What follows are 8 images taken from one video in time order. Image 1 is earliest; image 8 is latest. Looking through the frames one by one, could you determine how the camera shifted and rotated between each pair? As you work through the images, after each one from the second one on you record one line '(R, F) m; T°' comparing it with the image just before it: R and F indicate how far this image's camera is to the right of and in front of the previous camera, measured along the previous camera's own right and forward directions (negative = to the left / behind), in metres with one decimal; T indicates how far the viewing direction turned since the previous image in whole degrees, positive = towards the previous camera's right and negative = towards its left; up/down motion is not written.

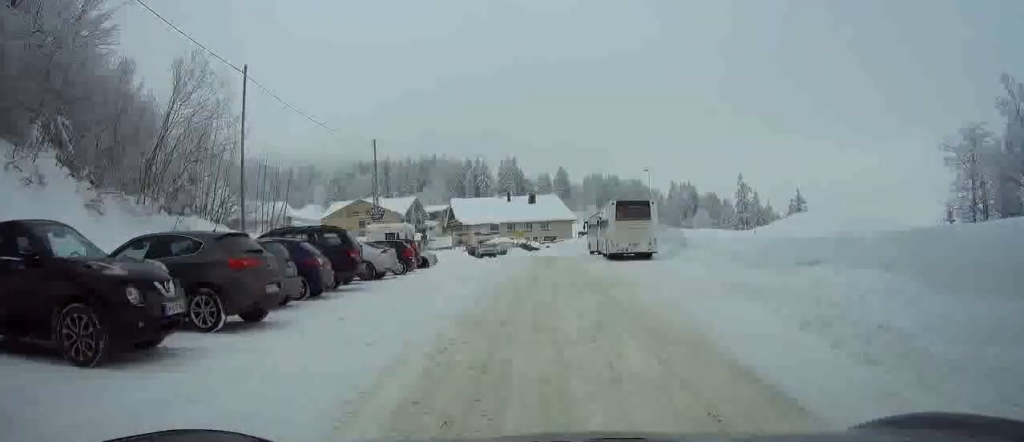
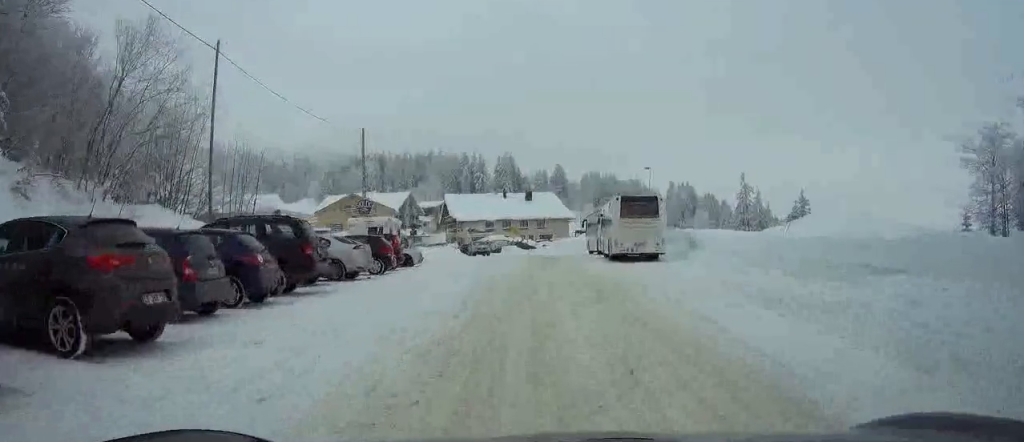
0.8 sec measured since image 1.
(0.0, +3.5) m; 0°
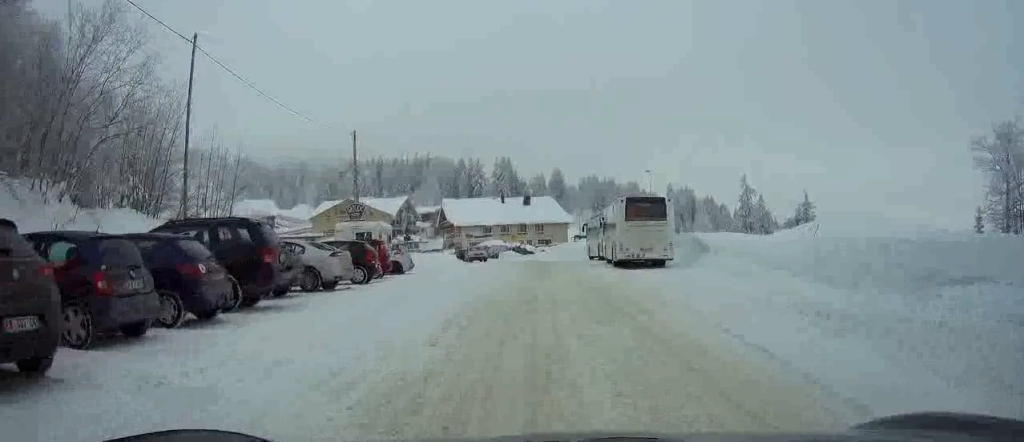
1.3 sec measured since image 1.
(+0.1, +2.2) m; 0°
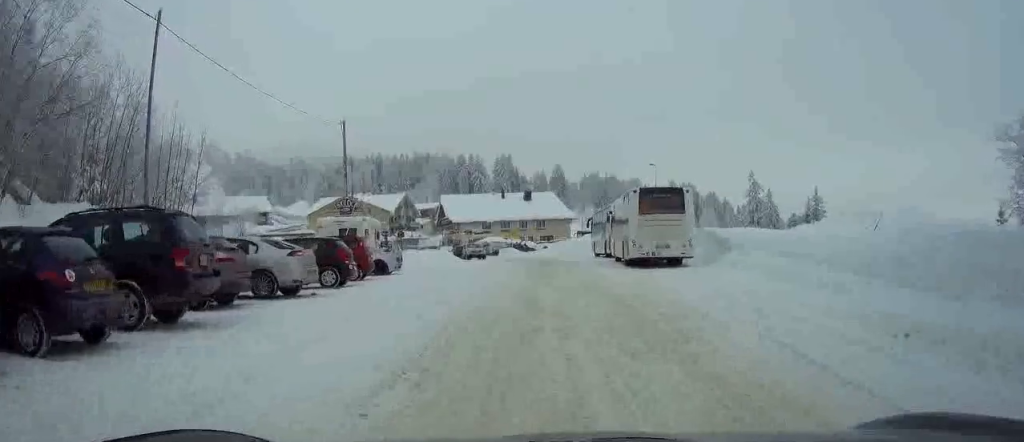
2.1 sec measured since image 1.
(-0.1, +3.4) m; -1°
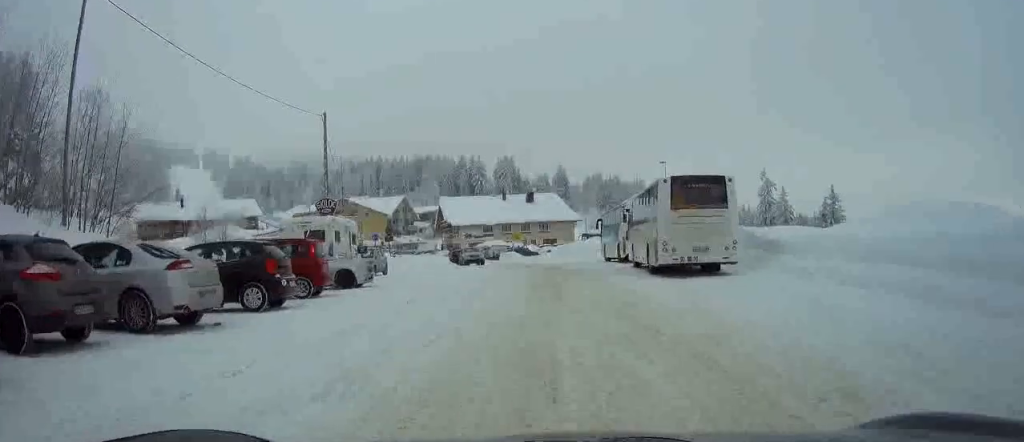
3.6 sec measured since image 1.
(+0.2, +5.6) m; +2°
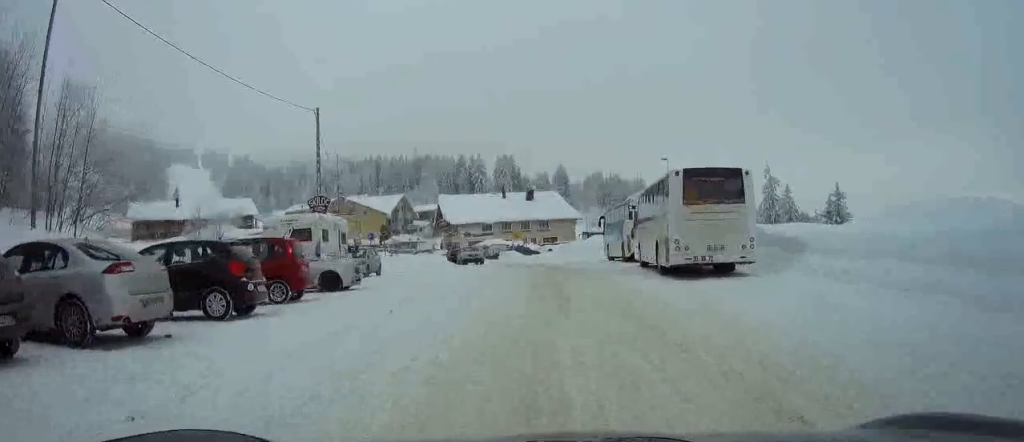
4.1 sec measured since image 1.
(0.0, +1.8) m; -1°
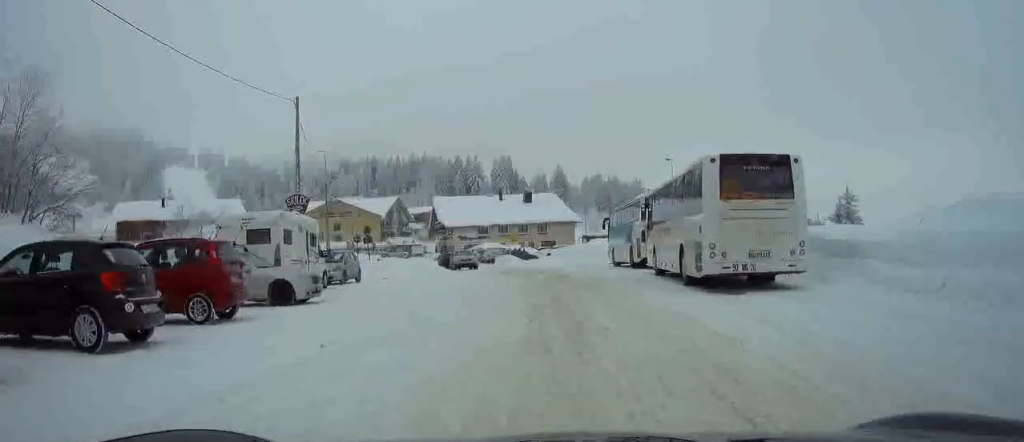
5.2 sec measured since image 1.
(-0.2, +4.0) m; -2°
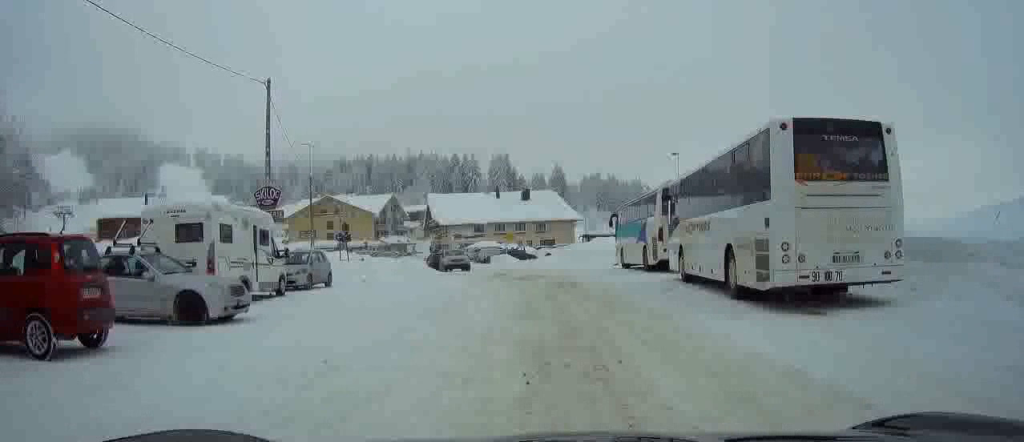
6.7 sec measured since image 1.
(0.0, +5.0) m; +1°
